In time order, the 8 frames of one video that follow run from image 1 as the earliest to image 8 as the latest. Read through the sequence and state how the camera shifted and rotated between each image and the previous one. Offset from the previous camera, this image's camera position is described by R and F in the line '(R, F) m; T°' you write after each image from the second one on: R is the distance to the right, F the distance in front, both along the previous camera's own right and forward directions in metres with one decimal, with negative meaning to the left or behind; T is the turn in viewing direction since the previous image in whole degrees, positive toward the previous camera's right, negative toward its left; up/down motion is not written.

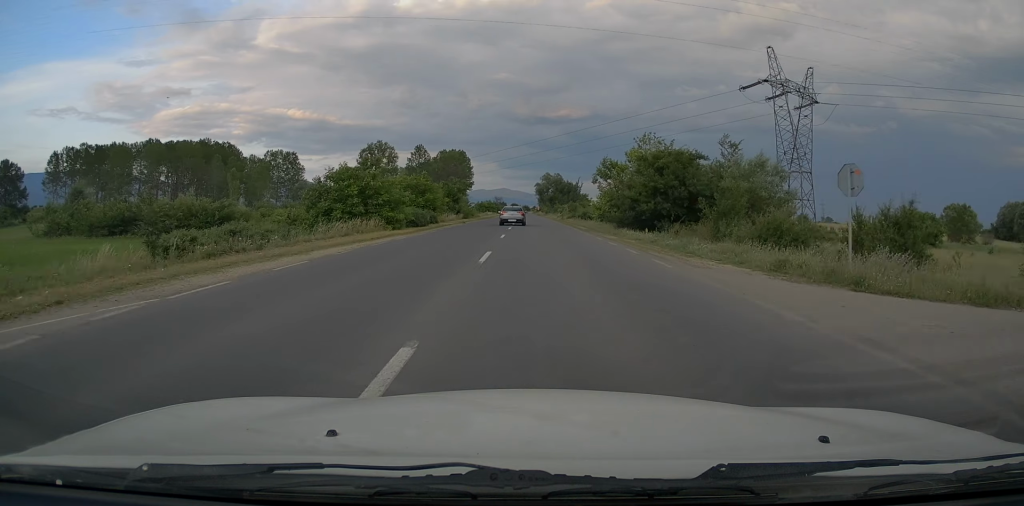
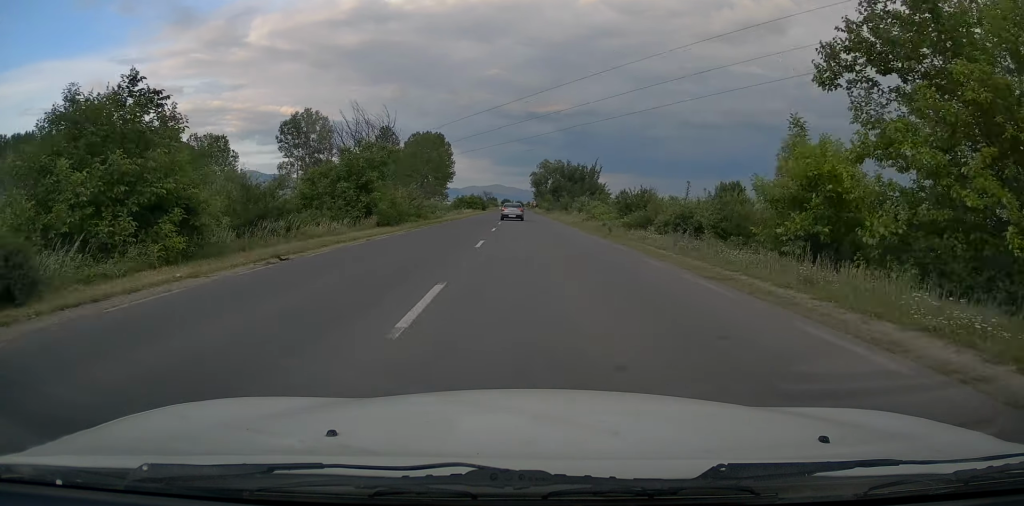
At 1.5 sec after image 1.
(+0.3, +41.2) m; +1°
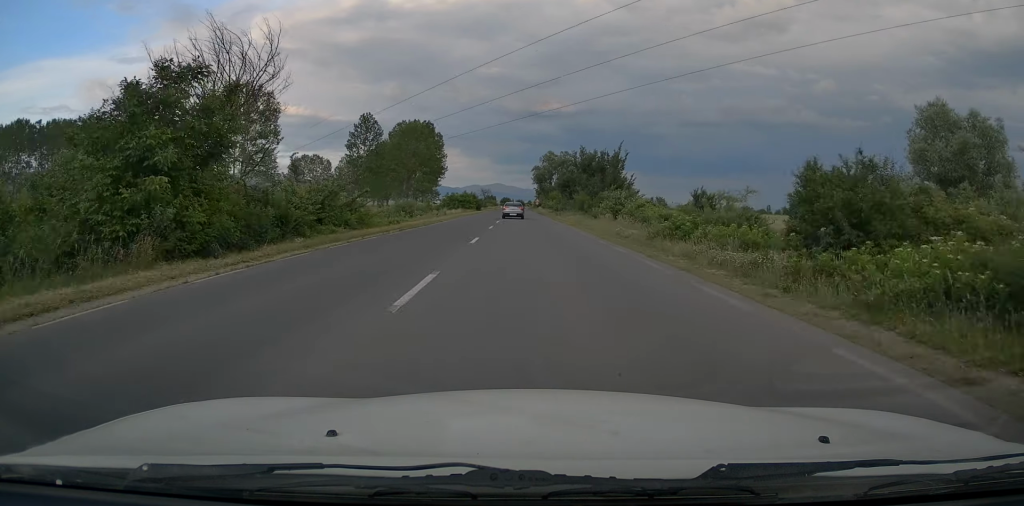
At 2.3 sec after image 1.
(0.0, +21.1) m; 0°
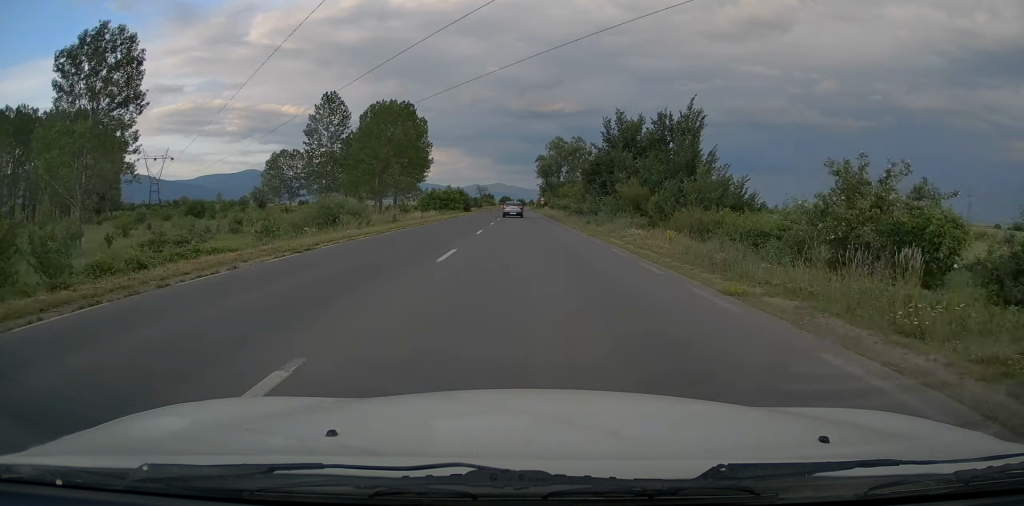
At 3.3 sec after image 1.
(0.0, +28.3) m; 0°
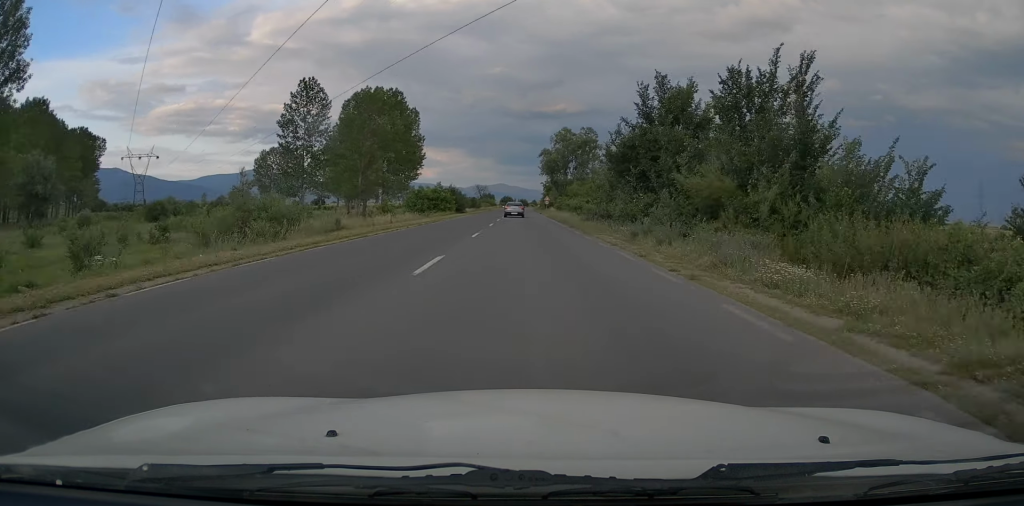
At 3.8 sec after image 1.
(0.0, +13.6) m; 0°
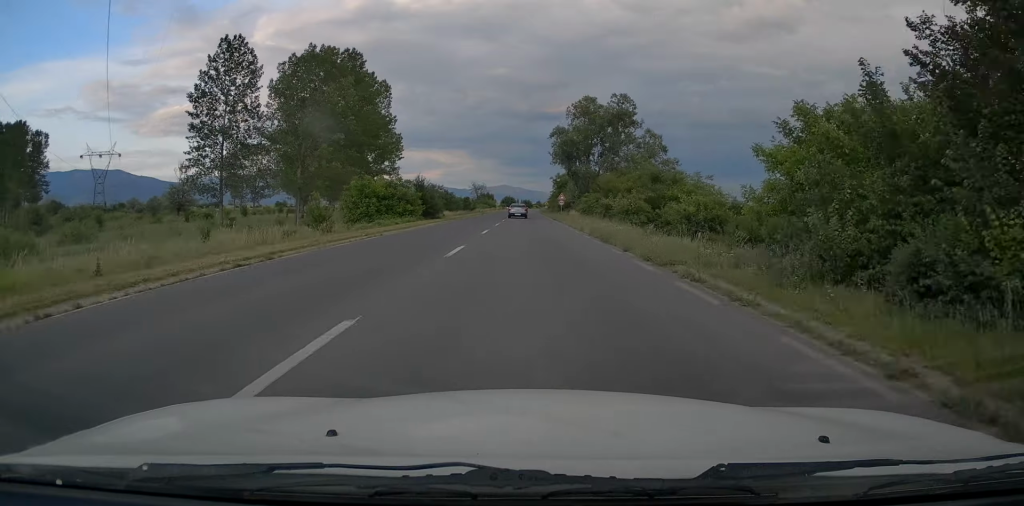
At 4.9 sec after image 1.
(-0.3, +29.9) m; -1°
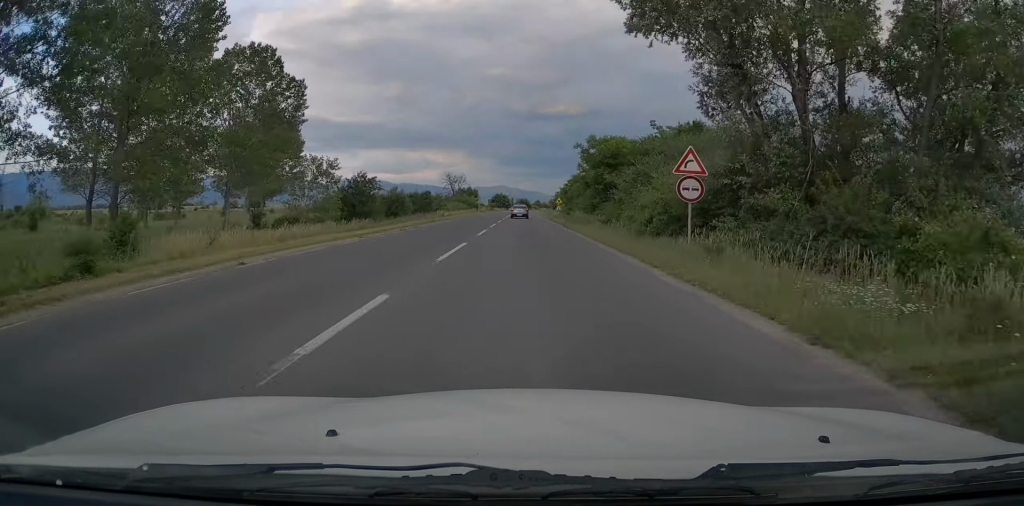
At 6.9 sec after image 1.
(+0.6, +54.3) m; +1°
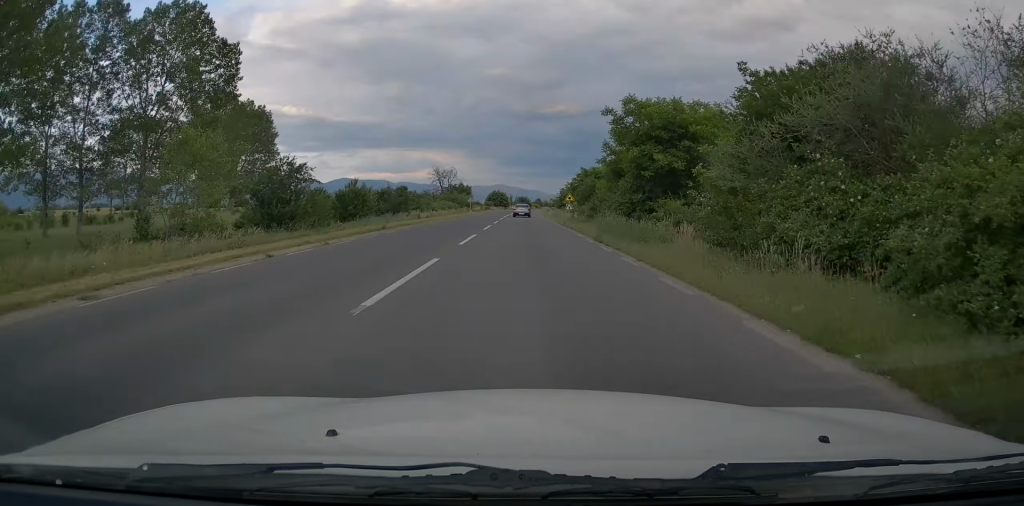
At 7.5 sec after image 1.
(0.0, +17.2) m; 0°
